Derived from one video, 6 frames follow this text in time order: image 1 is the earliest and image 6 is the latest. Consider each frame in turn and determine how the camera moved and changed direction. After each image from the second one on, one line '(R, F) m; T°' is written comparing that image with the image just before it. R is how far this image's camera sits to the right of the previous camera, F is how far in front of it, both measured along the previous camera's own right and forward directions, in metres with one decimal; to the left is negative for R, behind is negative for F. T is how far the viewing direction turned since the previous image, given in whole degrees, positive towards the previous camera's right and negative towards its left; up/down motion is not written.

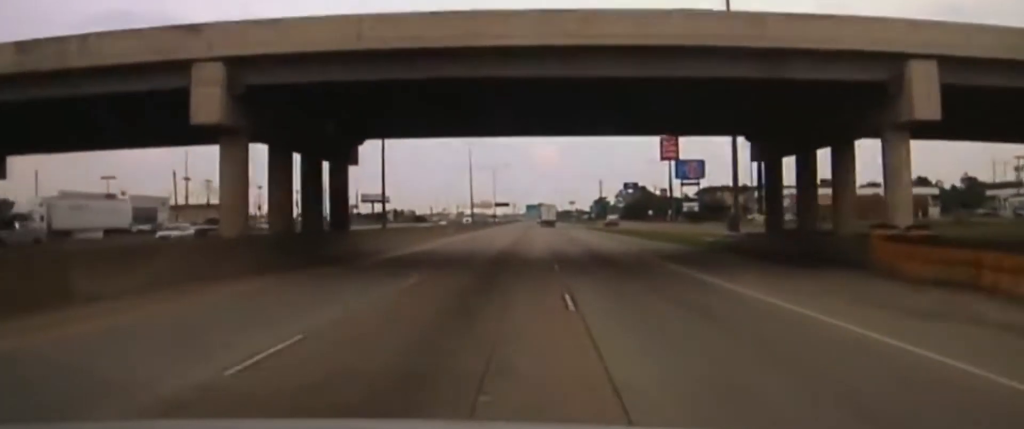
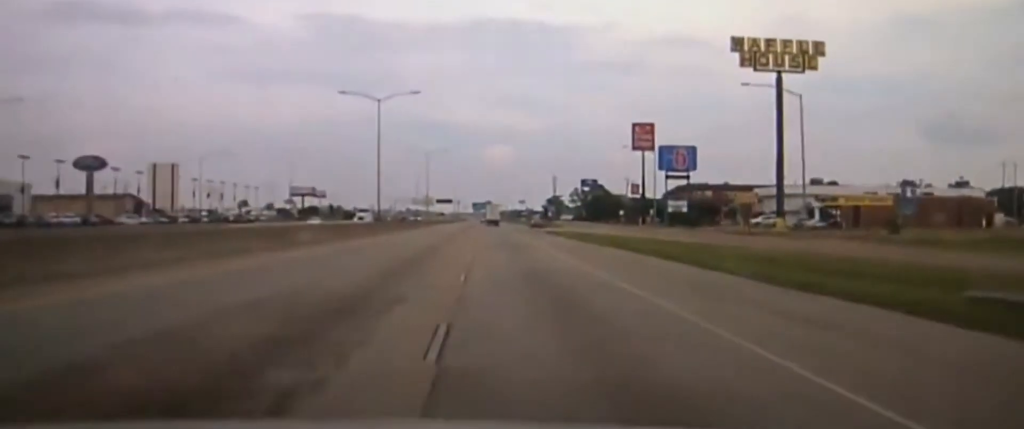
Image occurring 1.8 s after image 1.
(+0.1, +40.8) m; +1°
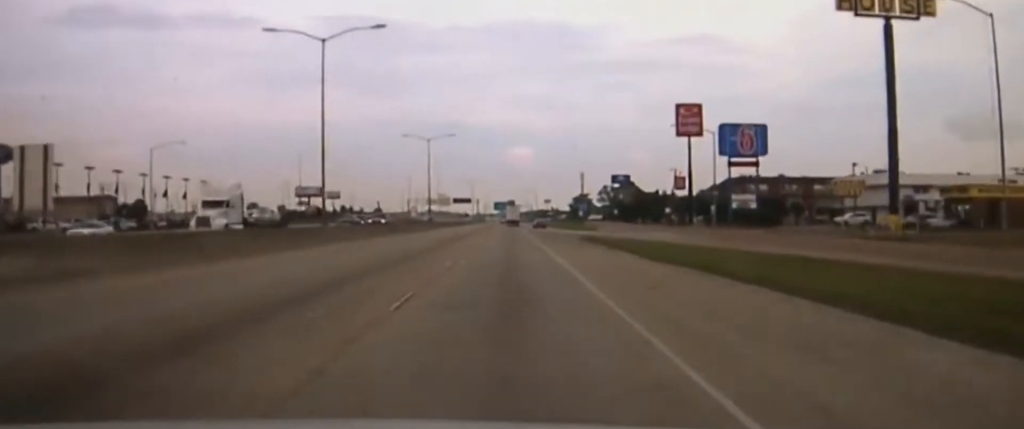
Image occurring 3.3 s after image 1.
(+0.3, +30.9) m; 0°
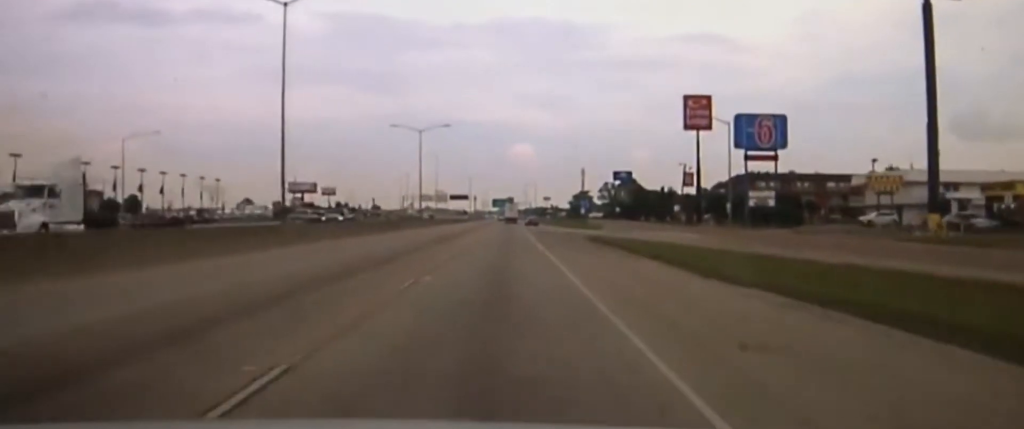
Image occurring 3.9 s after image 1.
(0.0, +9.3) m; 0°
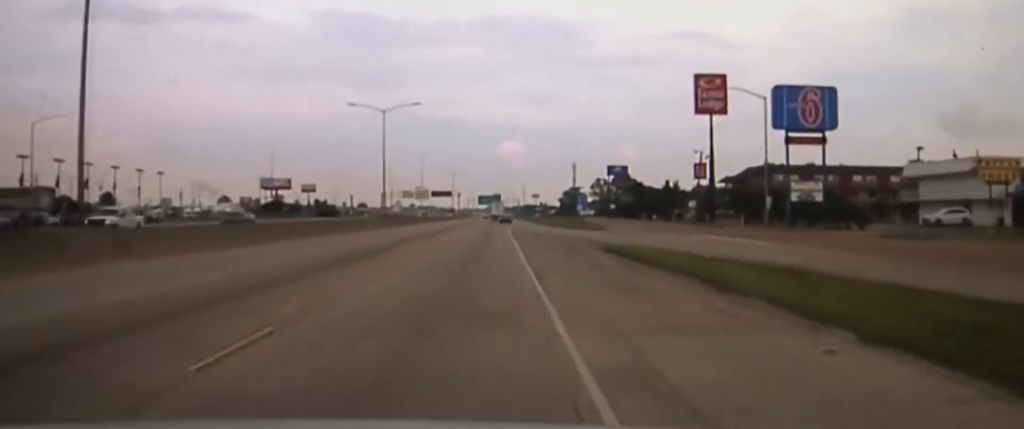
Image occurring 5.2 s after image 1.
(0.0, +20.9) m; 0°
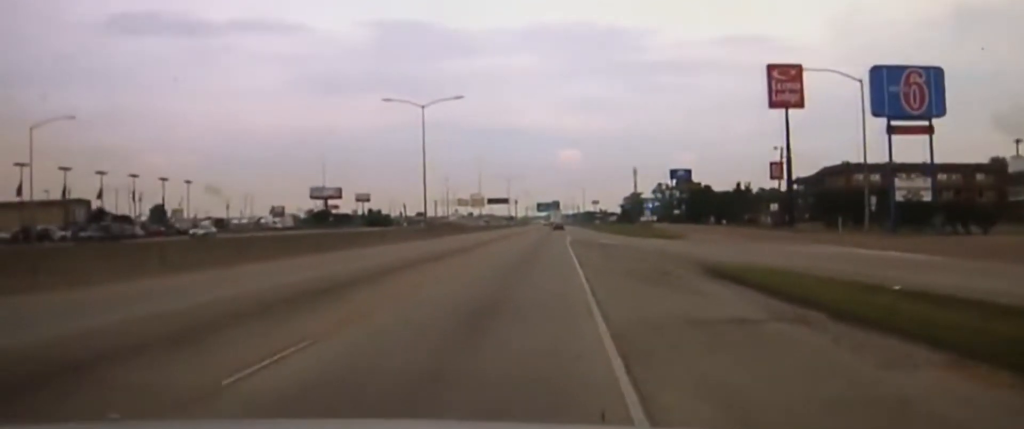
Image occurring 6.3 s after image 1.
(0.0, +13.0) m; 0°
